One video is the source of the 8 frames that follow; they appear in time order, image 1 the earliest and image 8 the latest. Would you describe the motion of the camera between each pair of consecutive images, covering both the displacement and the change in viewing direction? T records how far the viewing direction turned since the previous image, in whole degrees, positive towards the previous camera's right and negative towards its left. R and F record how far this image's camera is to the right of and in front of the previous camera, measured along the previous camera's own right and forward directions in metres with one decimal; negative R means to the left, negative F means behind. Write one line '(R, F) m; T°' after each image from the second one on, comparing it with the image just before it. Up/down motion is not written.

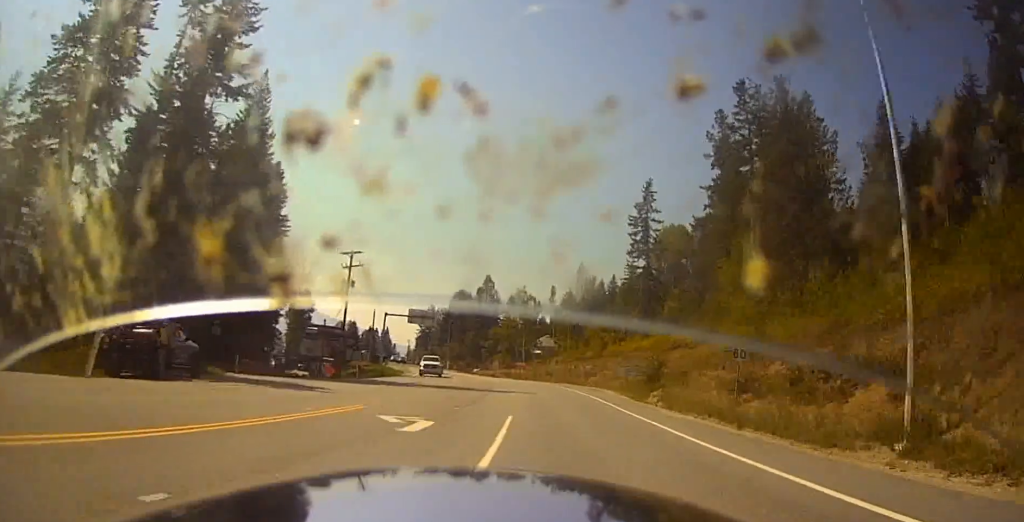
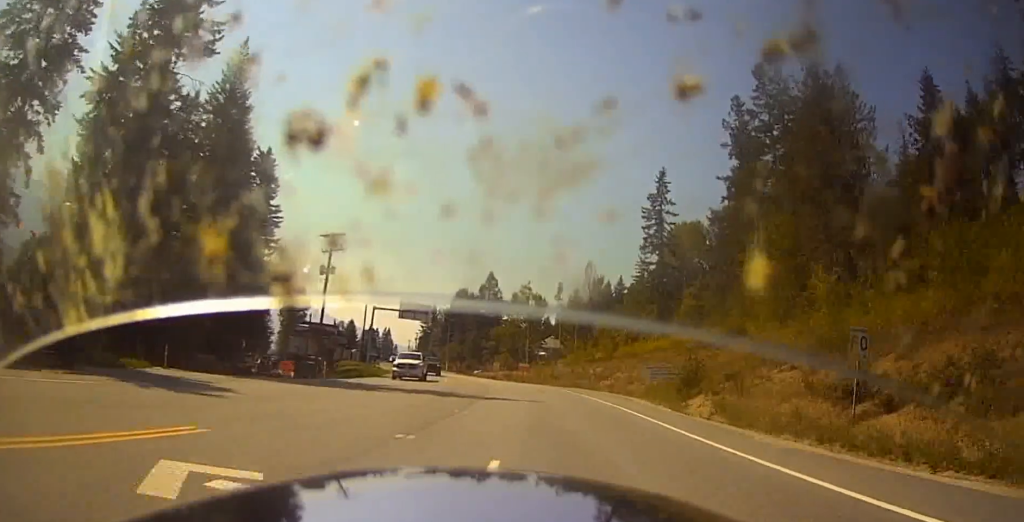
(0.0, +7.3) m; -2°
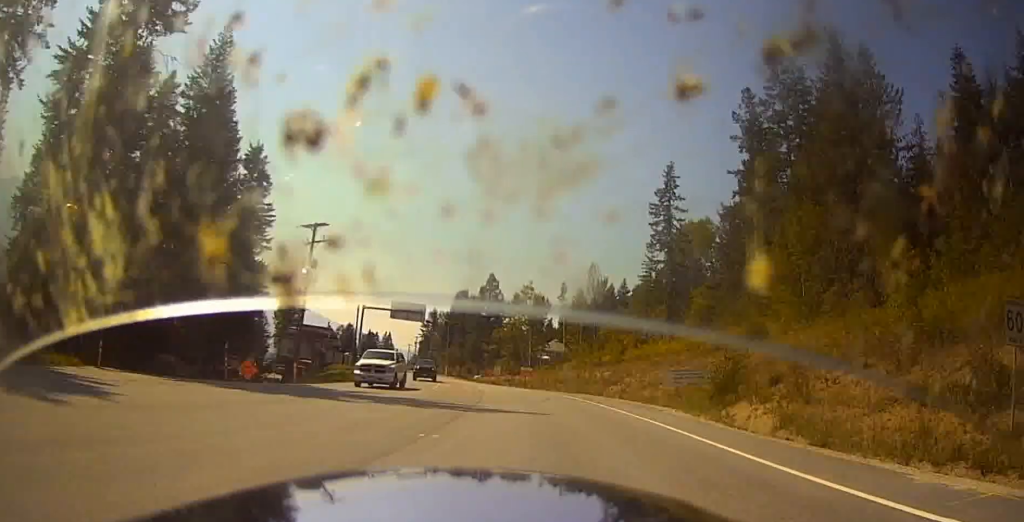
(+0.1, +5.0) m; -2°
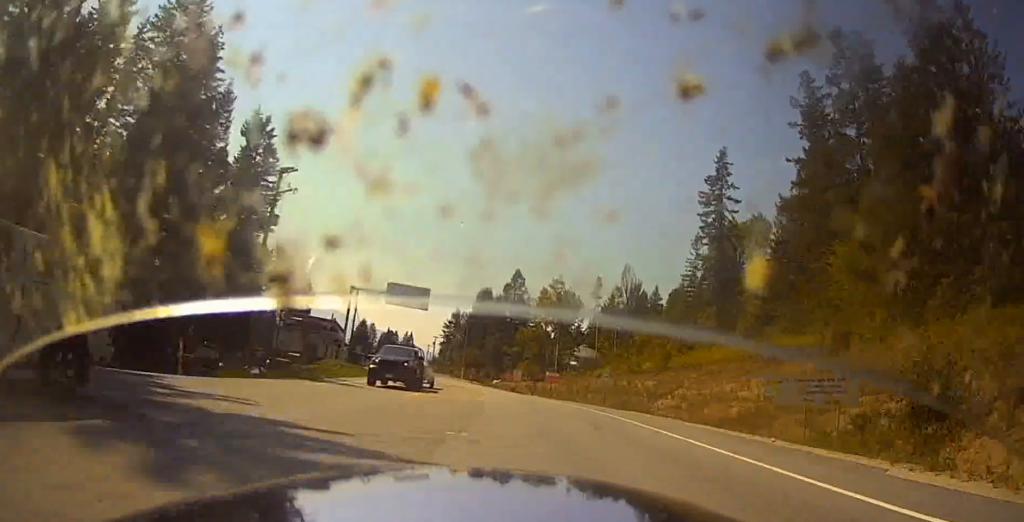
(-0.7, +12.3) m; -6°
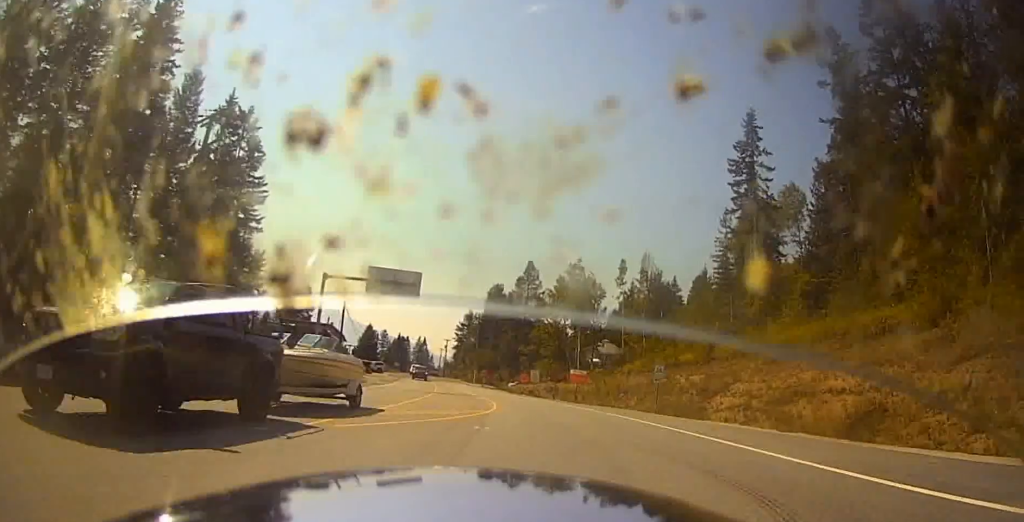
(-0.4, +10.1) m; -2°
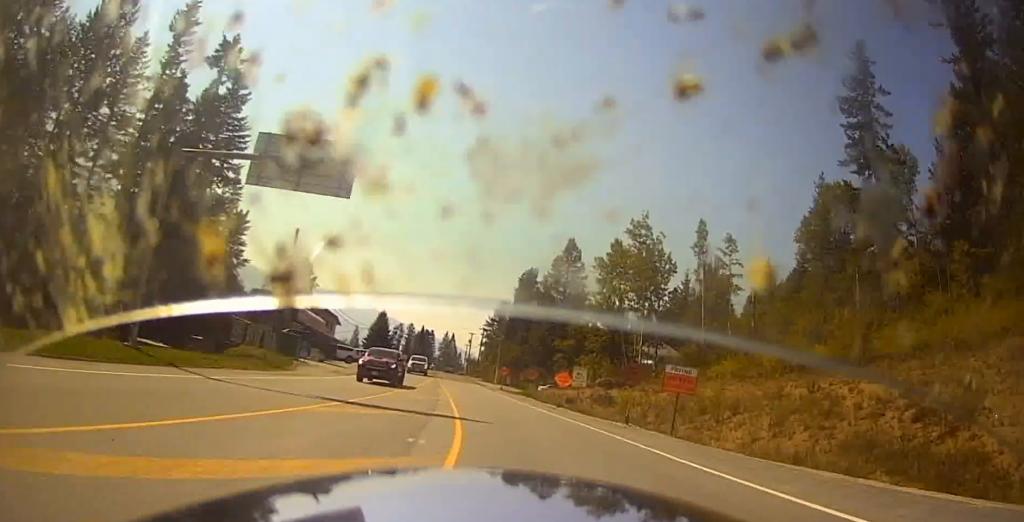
(+0.2, +23.1) m; -1°
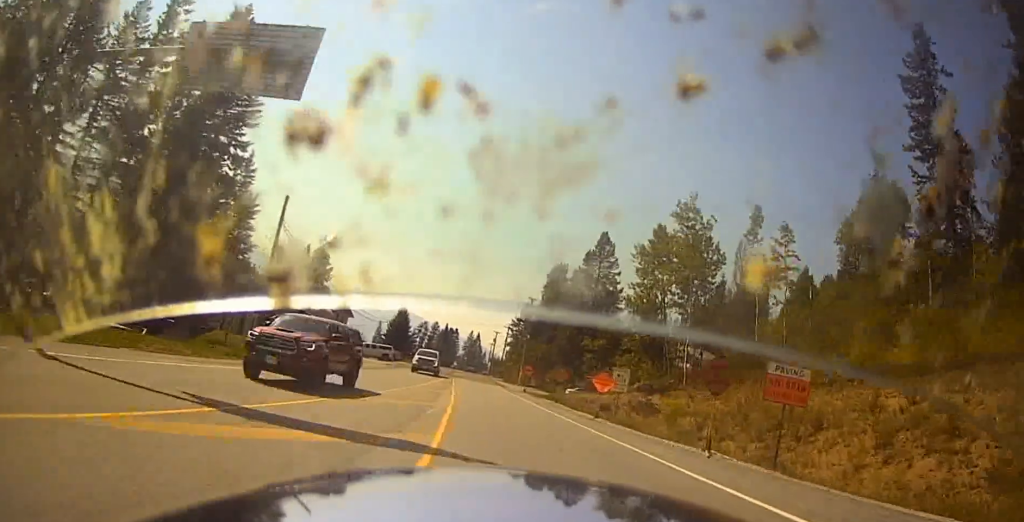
(-0.2, +7.2) m; -1°
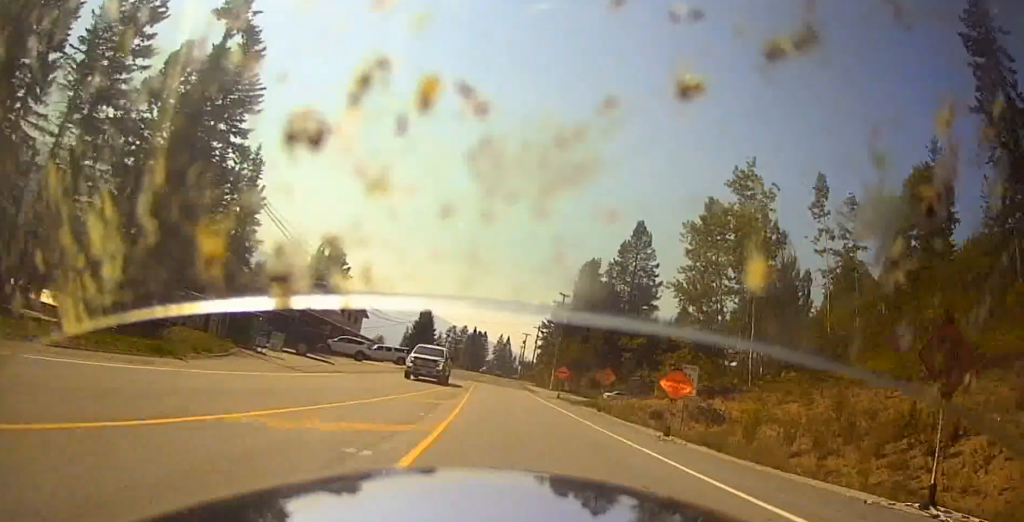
(-0.1, +7.6) m; -2°
